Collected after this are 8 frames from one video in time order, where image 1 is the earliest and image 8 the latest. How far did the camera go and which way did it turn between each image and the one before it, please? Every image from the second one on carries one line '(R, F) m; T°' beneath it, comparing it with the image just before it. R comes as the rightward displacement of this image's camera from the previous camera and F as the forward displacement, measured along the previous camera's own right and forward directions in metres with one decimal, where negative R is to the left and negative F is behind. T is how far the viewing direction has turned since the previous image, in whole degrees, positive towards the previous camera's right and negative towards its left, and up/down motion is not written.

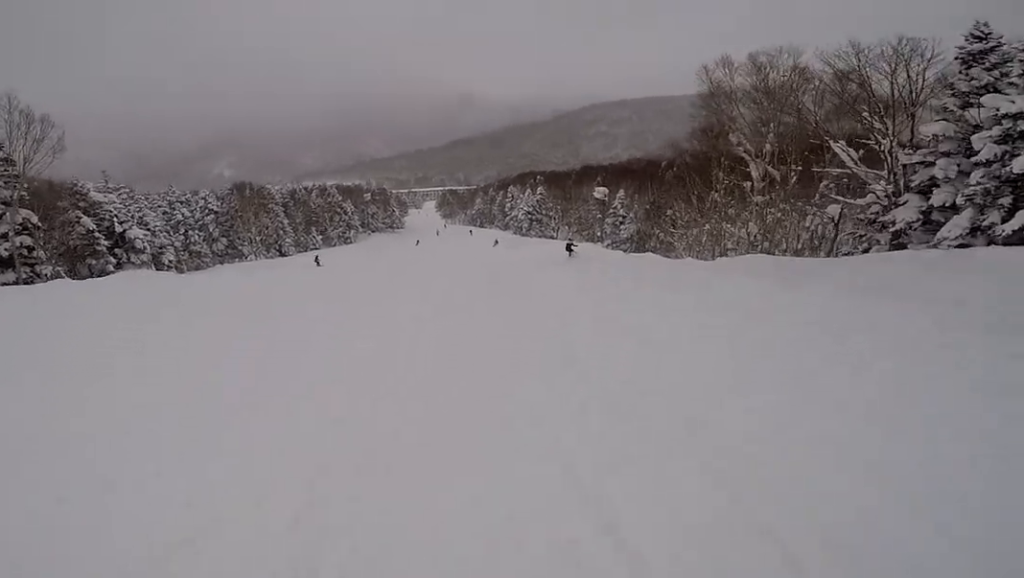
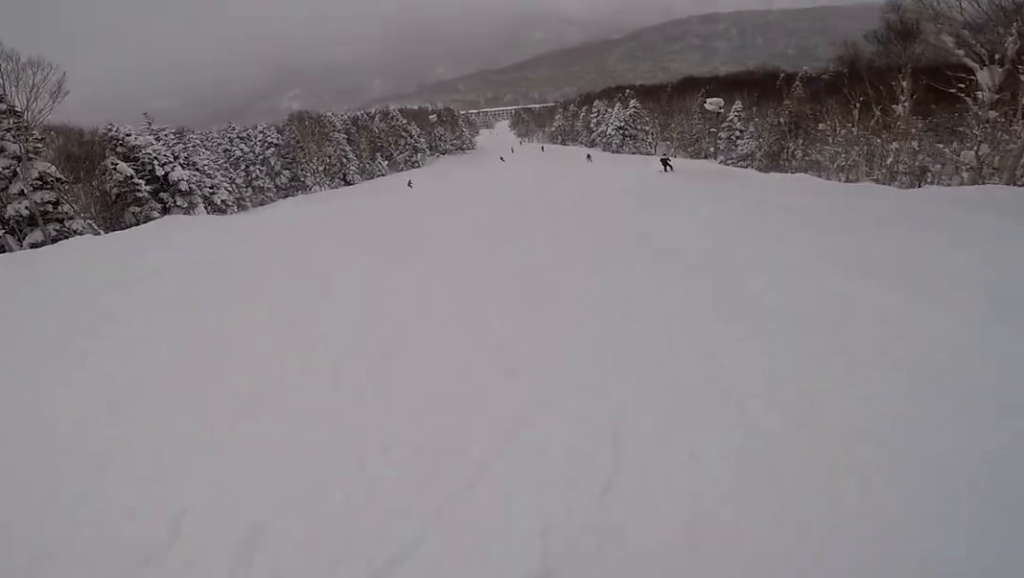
(-0.9, +5.2) m; -11°
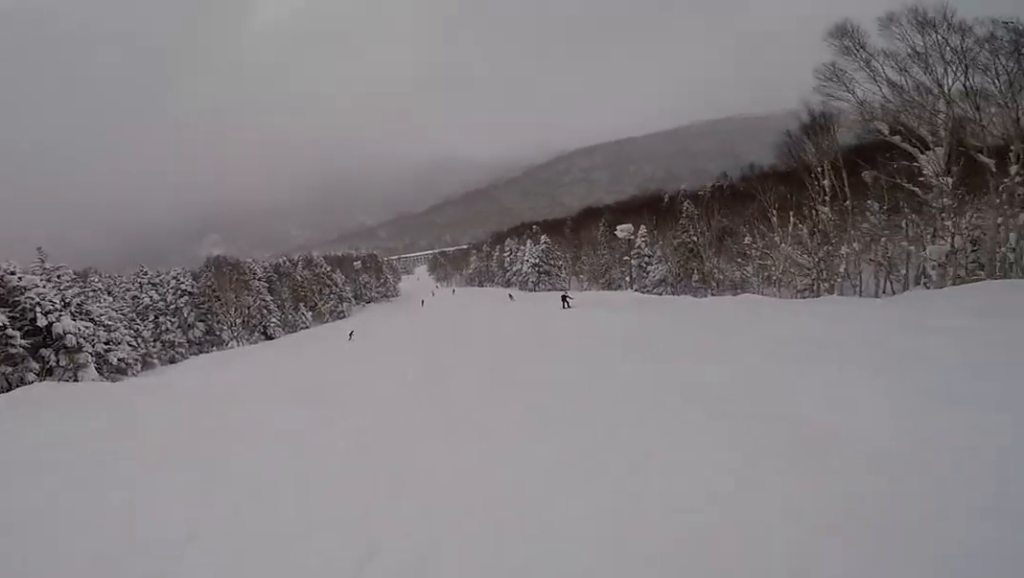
(-0.4, +4.9) m; 0°
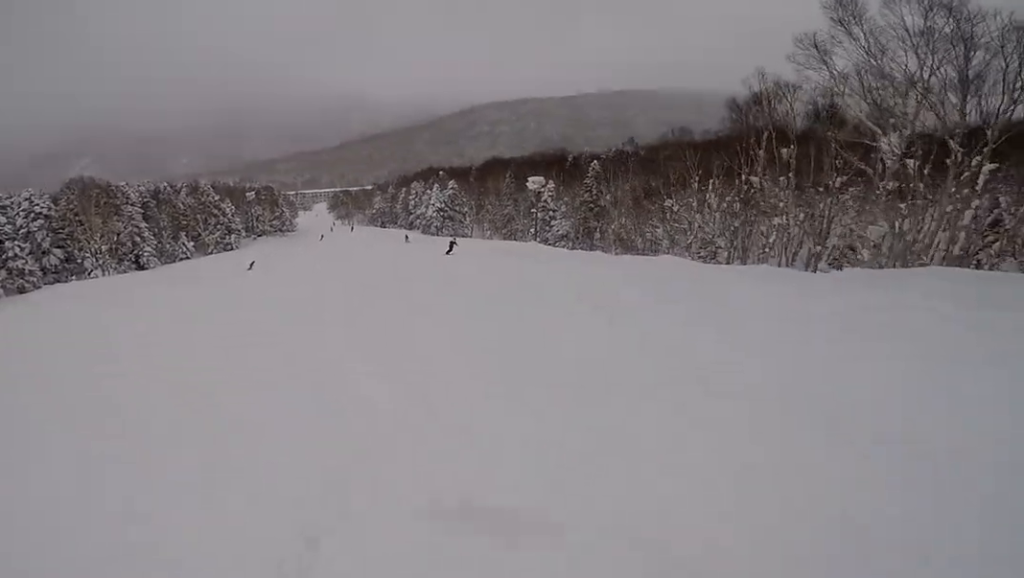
(+0.3, +3.3) m; +4°
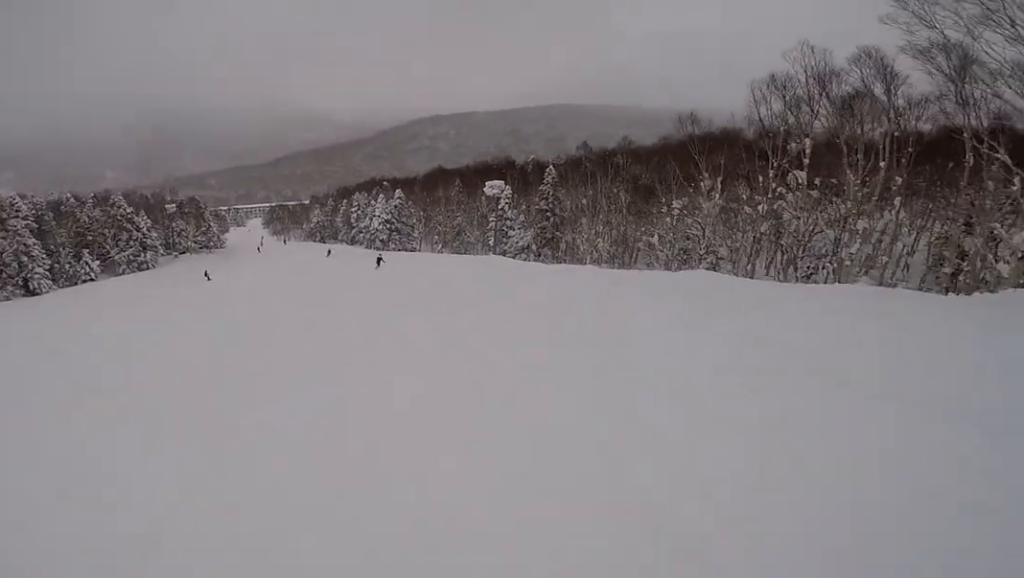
(+0.6, +7.5) m; +9°
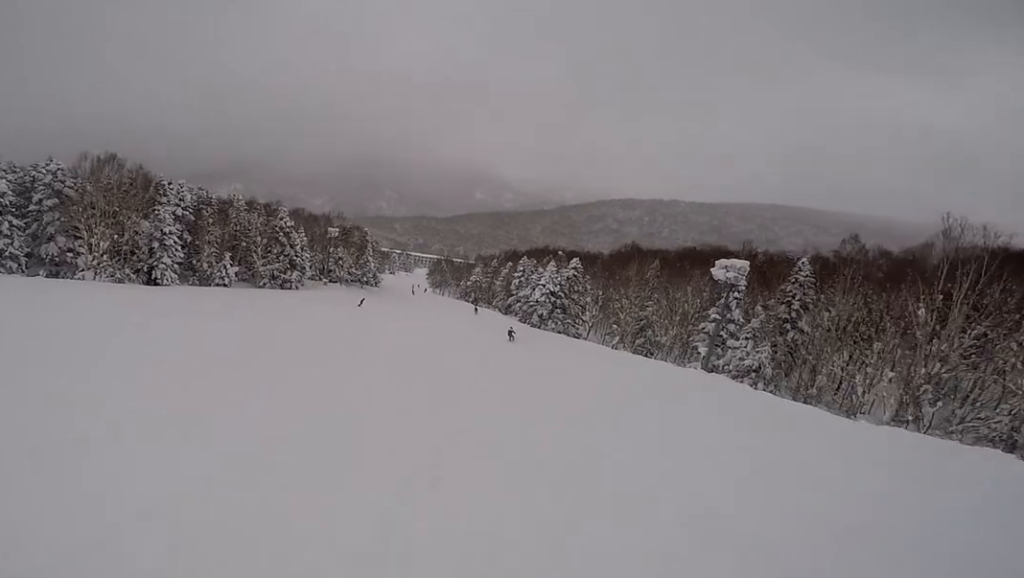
(+1.4, +12.4) m; -3°
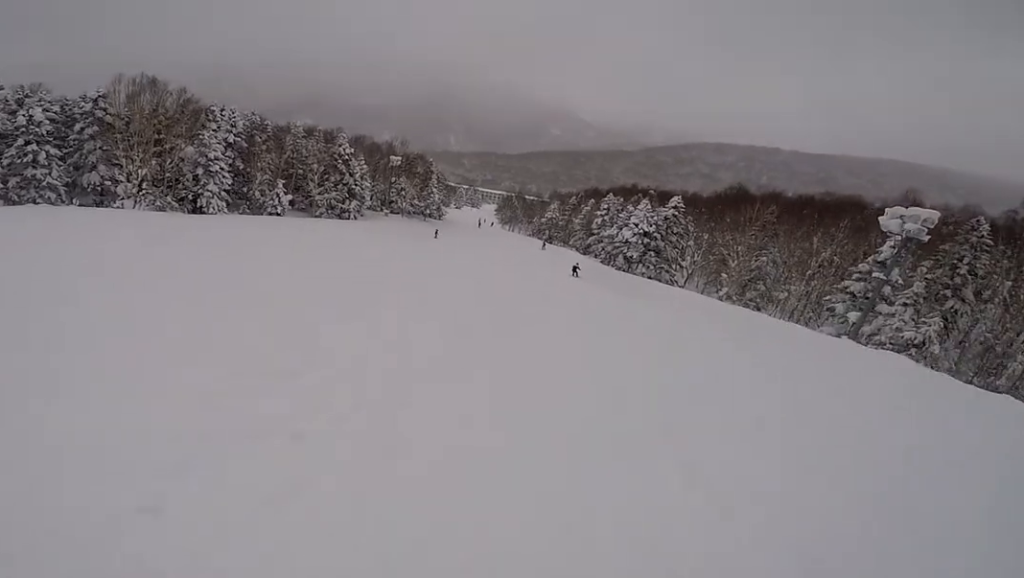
(-1.1, +5.2) m; -10°
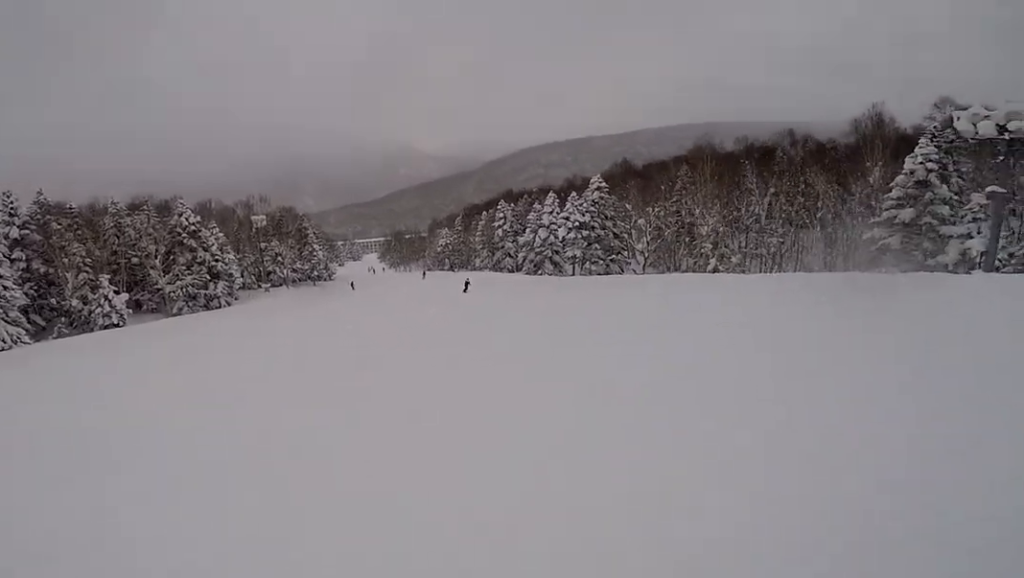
(-1.8, +13.6) m; -5°
